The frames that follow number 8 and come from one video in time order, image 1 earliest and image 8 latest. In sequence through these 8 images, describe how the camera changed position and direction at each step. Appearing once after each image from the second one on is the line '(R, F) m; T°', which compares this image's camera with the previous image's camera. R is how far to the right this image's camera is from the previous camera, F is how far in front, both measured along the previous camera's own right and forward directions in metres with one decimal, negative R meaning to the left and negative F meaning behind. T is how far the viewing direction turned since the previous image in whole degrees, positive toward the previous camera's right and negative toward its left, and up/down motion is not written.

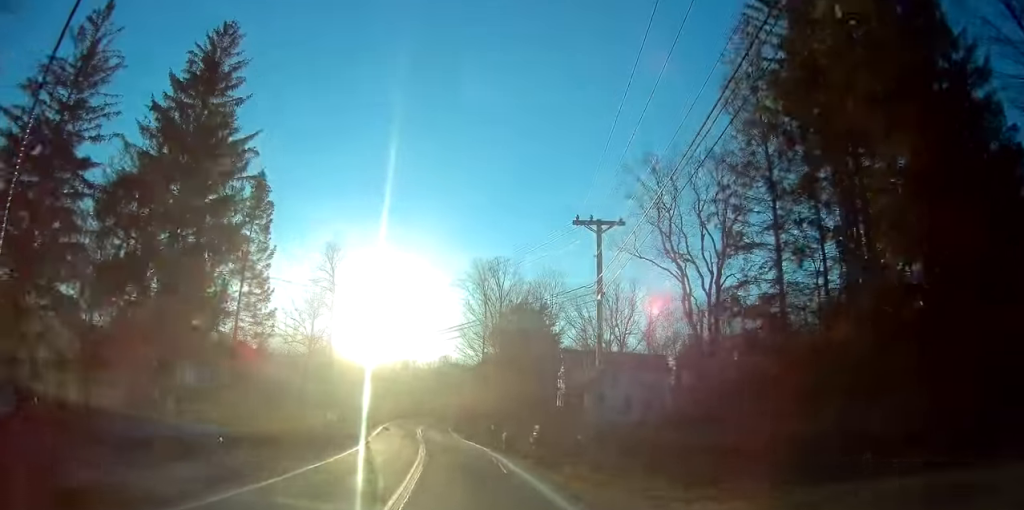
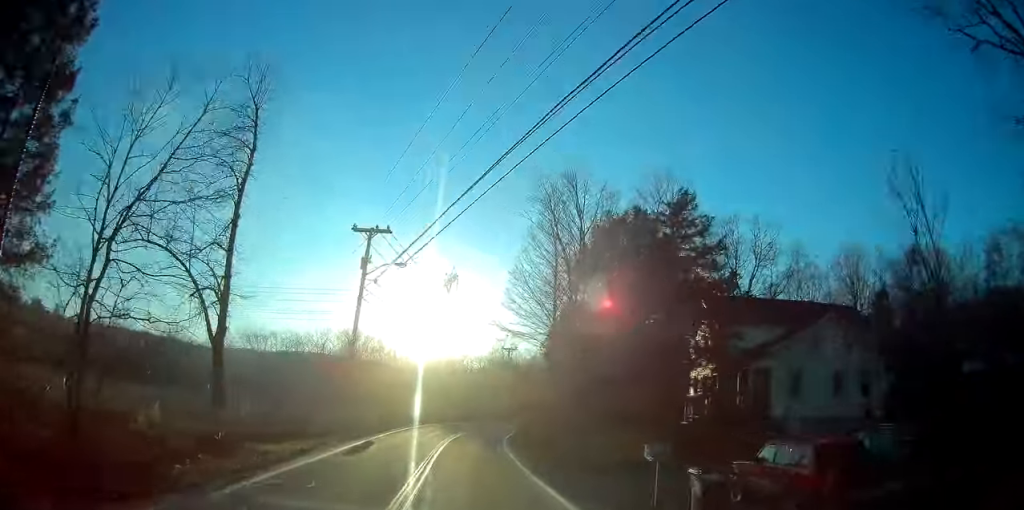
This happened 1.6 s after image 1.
(-1.3, +27.9) m; -4°
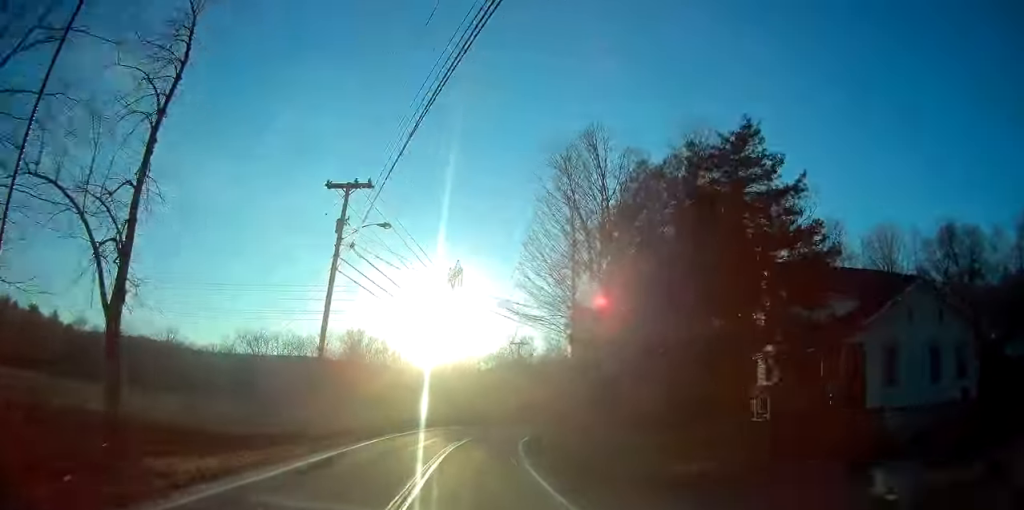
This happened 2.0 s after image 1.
(-0.1, +7.1) m; -1°
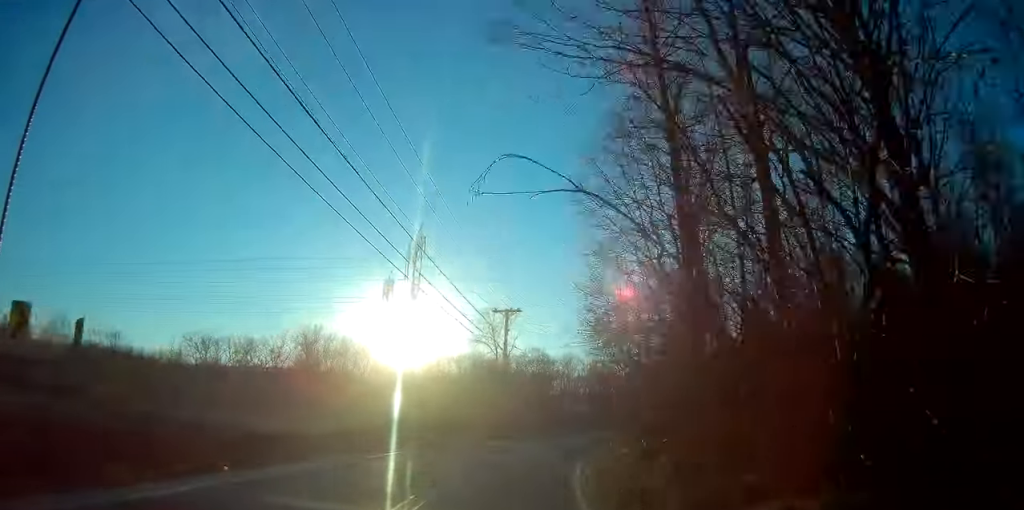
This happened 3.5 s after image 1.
(+1.2, +27.1) m; +6°
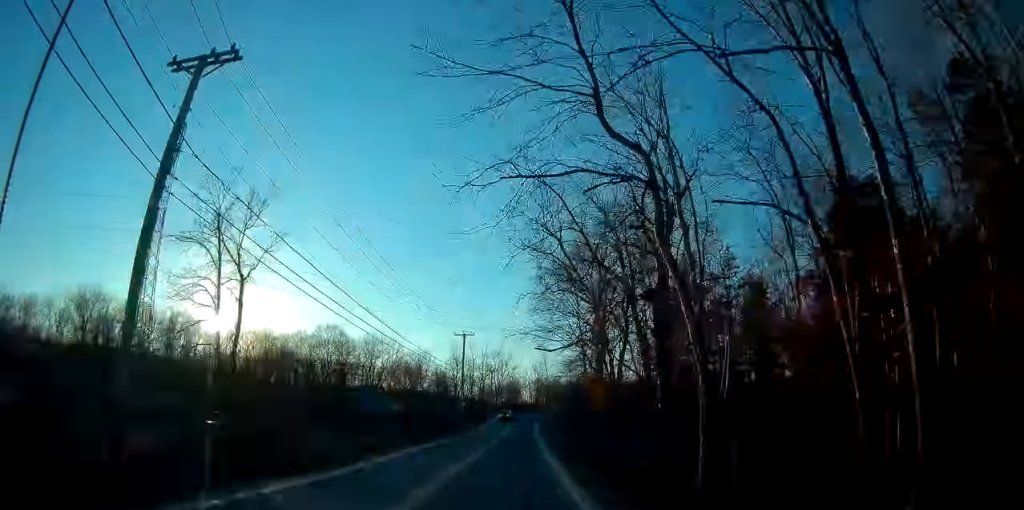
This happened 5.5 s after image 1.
(+3.0, +34.5) m; +12°
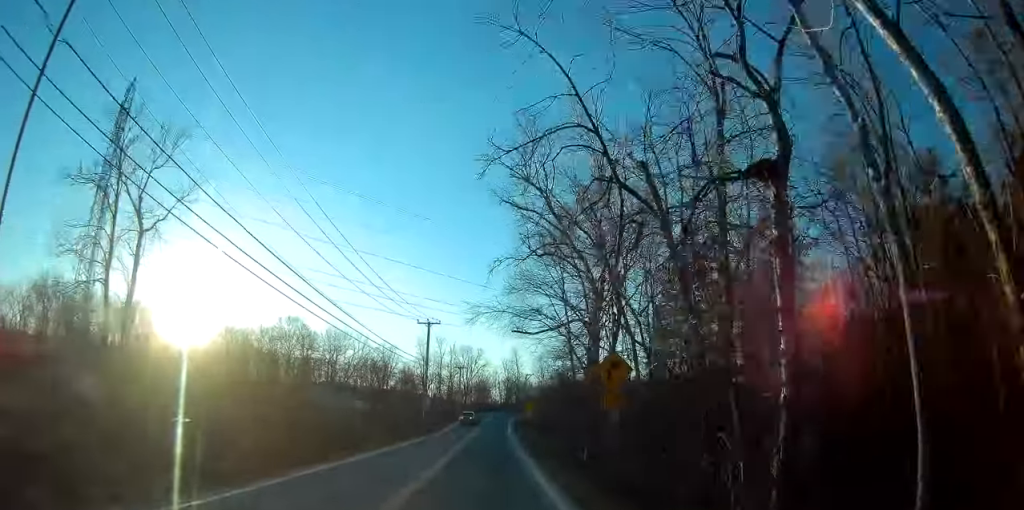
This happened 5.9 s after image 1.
(+0.4, +7.7) m; +3°
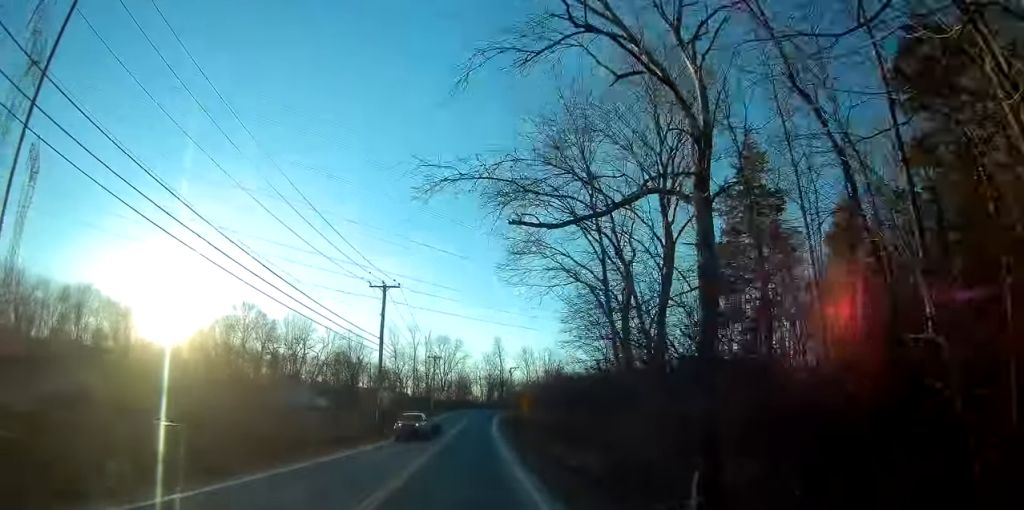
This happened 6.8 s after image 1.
(+0.5, +16.5) m; +3°
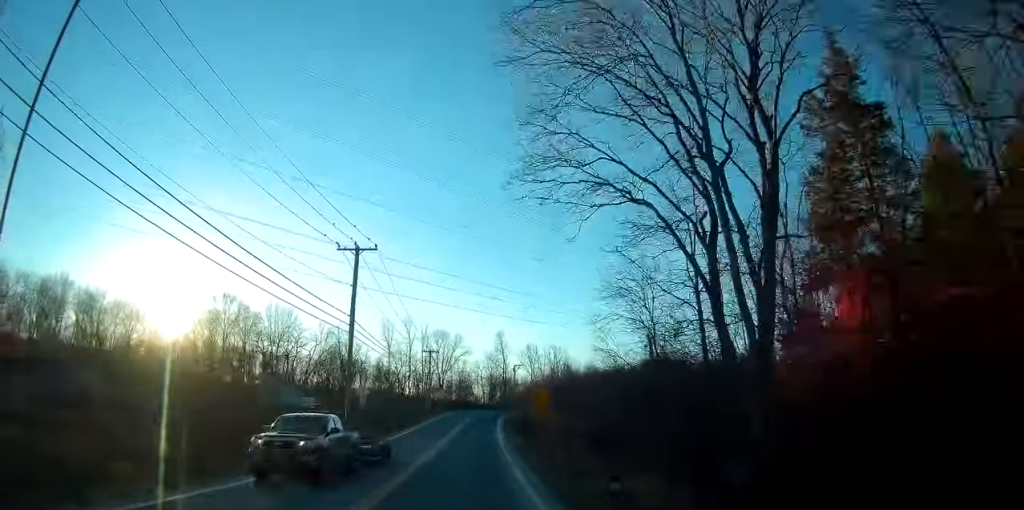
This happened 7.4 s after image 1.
(+0.3, +10.5) m; +1°
